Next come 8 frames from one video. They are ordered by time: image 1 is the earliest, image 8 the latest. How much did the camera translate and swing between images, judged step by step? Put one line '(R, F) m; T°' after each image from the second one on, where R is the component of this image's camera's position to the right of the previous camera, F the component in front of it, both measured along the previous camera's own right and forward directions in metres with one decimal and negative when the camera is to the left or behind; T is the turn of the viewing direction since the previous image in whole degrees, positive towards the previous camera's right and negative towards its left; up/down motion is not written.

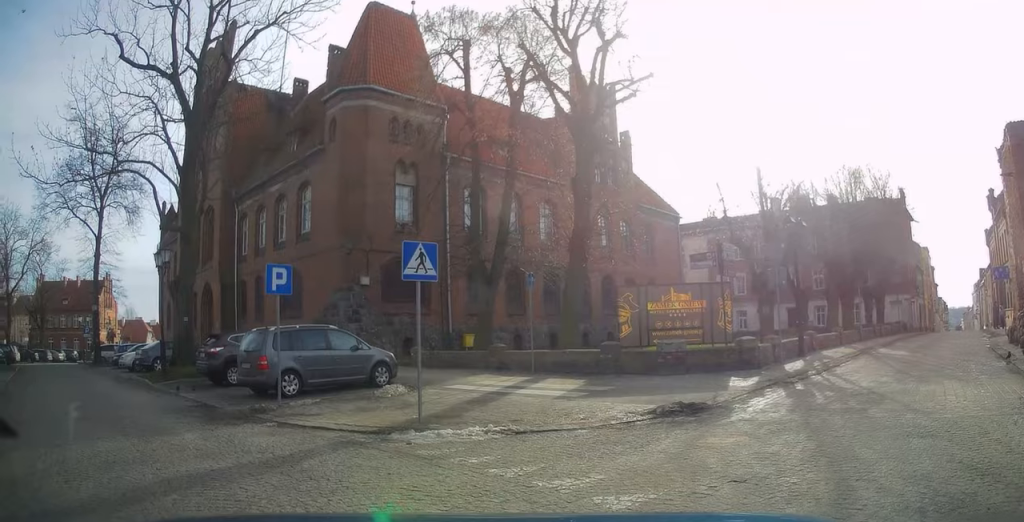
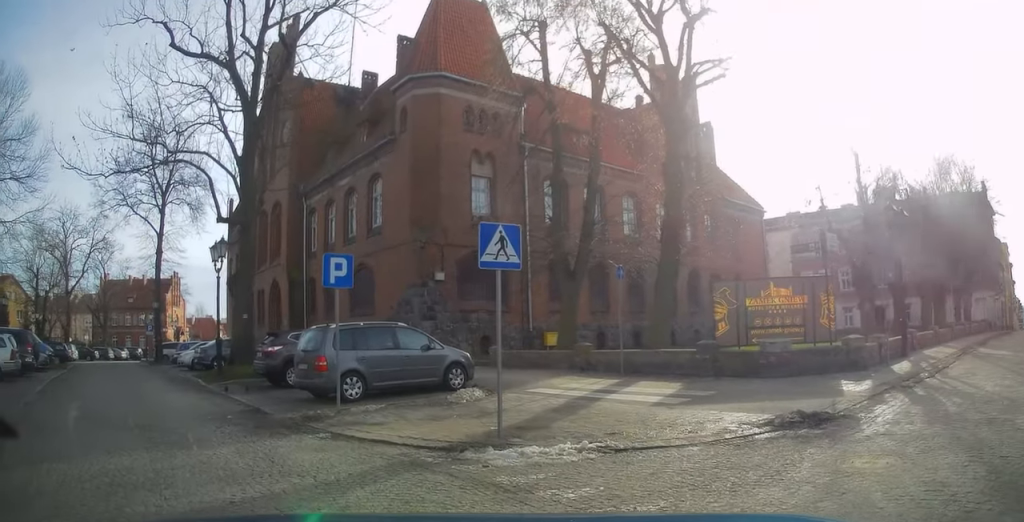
(-0.2, +1.5) m; -10°
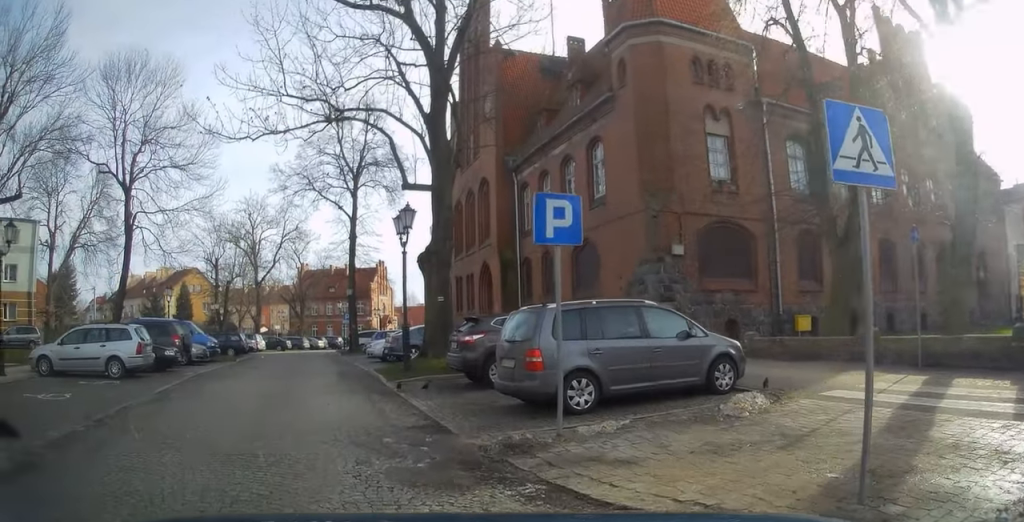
(-0.7, +4.0) m; -17°
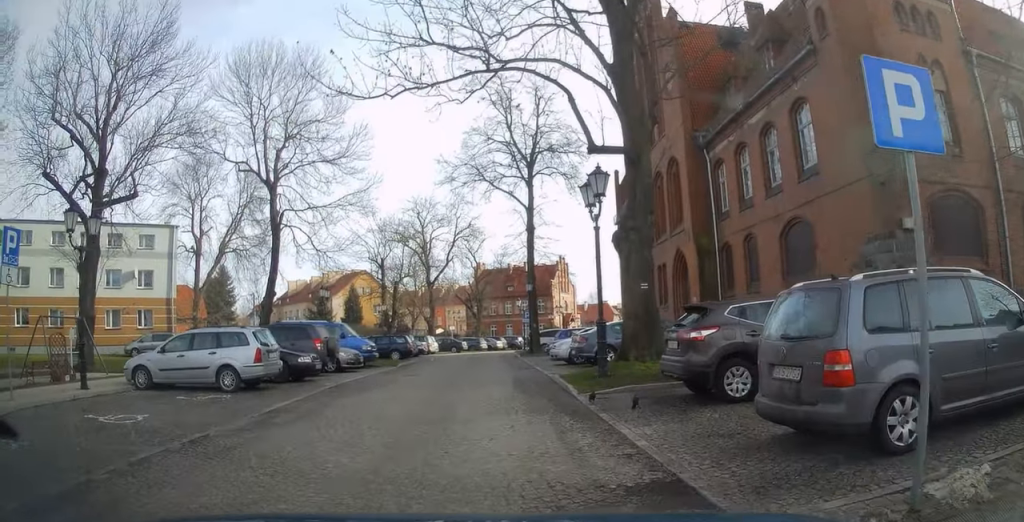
(-0.2, +3.6) m; -5°
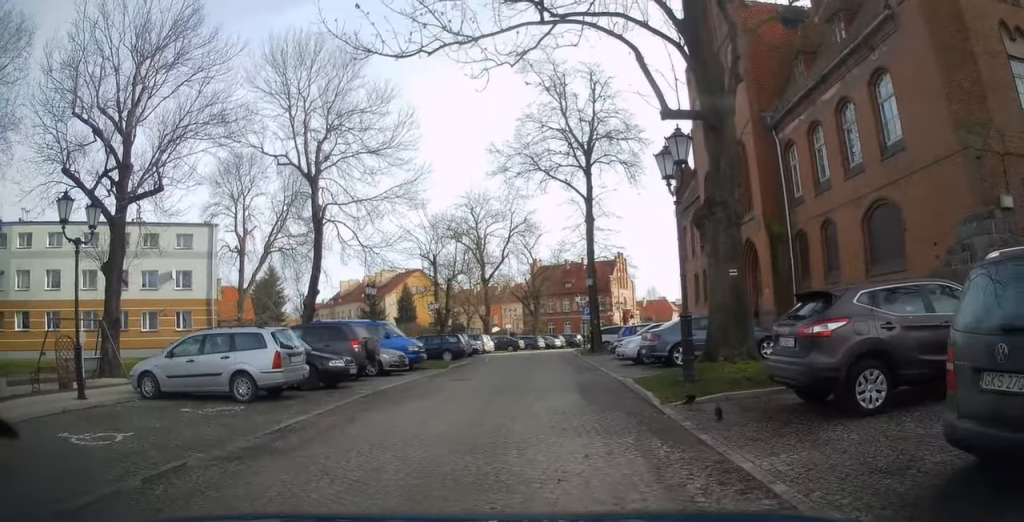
(0.0, +2.2) m; -5°
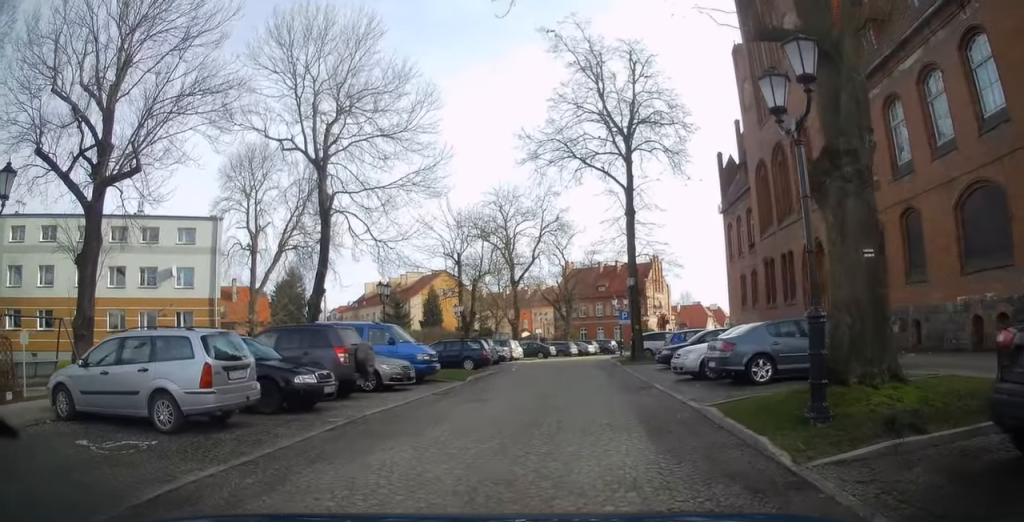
(-0.4, +4.1) m; -8°
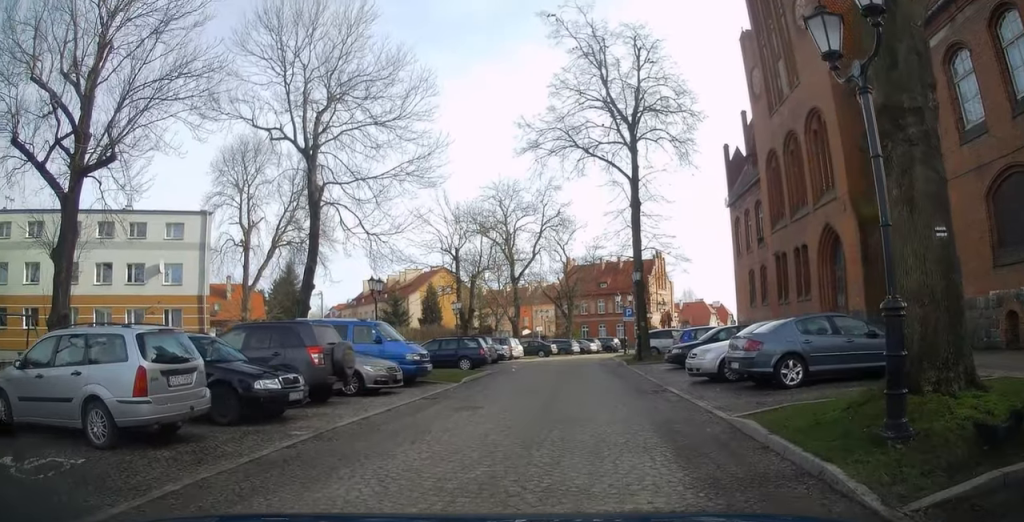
(0.0, +1.7) m; 0°
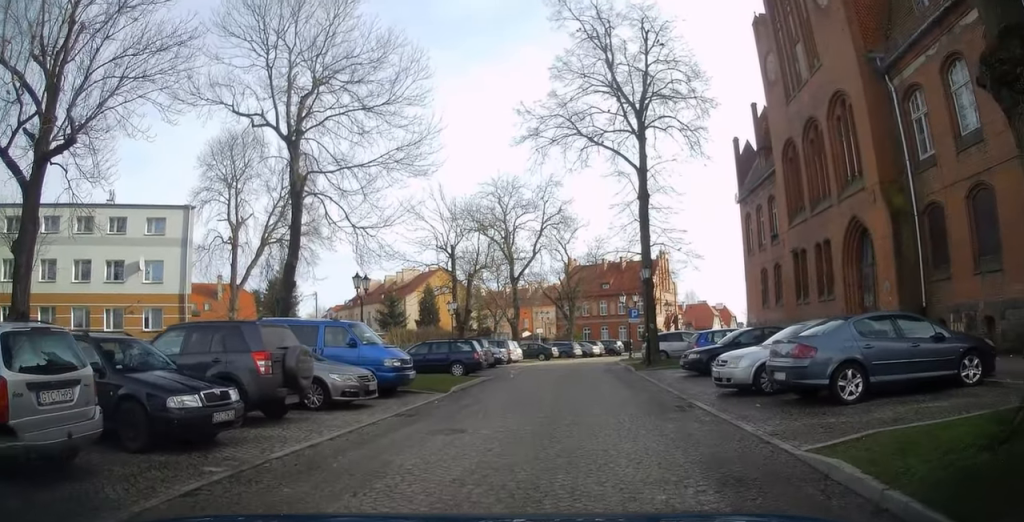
(0.0, +2.6) m; 0°
